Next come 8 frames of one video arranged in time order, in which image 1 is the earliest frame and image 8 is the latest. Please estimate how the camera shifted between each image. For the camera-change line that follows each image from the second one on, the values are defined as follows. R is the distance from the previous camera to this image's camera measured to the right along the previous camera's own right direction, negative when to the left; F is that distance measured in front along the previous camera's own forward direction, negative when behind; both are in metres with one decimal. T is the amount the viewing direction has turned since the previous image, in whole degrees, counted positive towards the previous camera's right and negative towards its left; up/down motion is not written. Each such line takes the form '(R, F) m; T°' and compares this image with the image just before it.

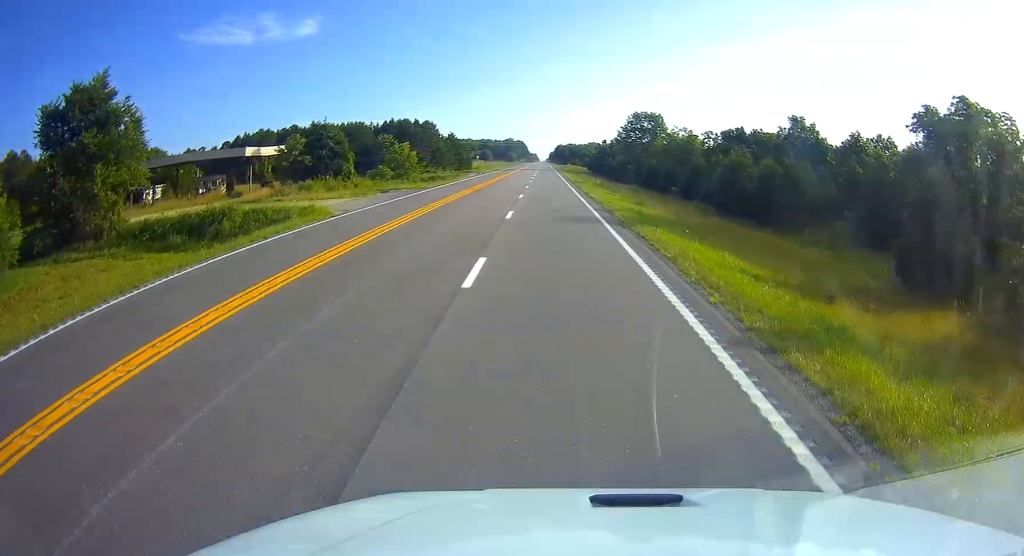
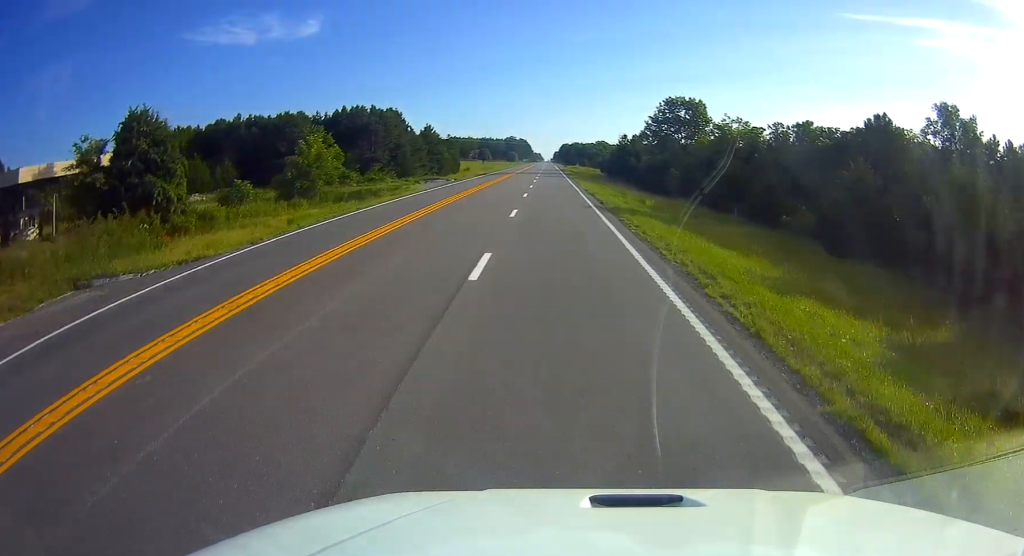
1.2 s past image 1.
(+0.1, +35.6) m; 0°
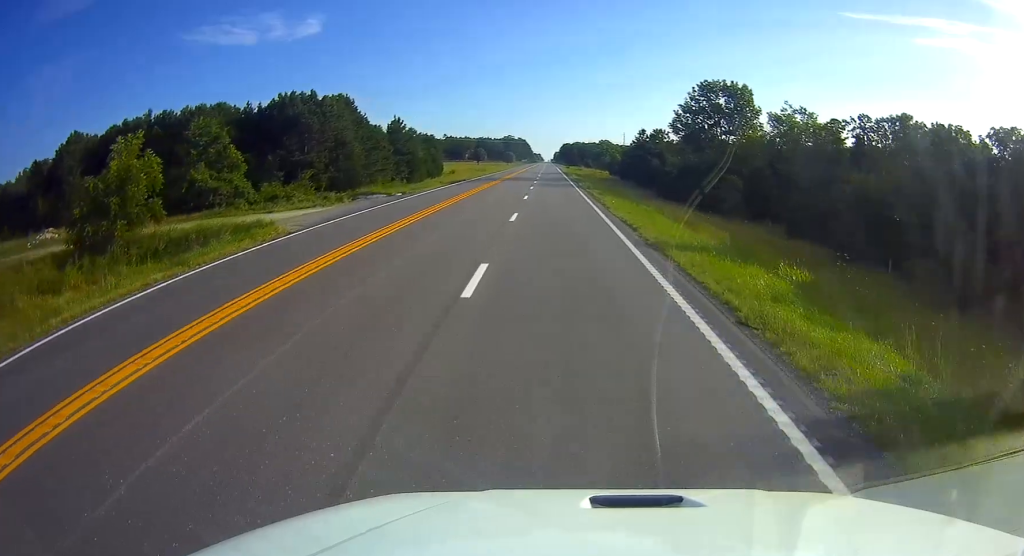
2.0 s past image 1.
(0.0, +25.4) m; -1°
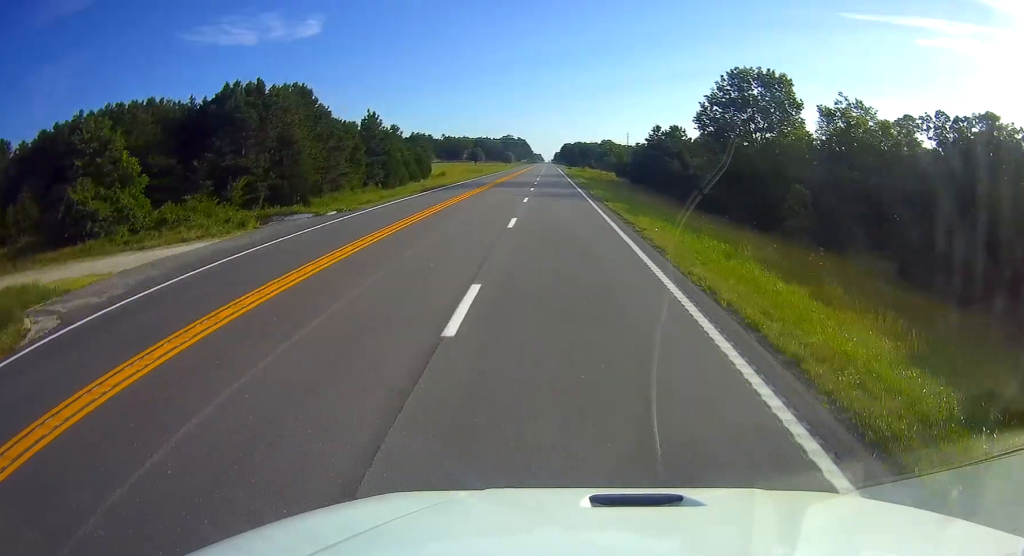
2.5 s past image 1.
(-0.2, +14.2) m; 0°
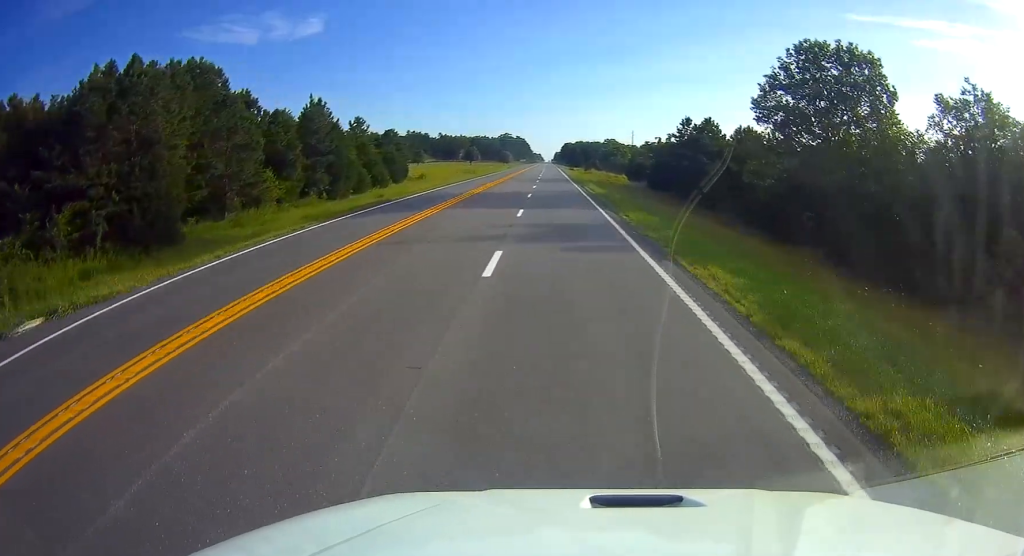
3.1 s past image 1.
(-0.5, +20.3) m; 0°
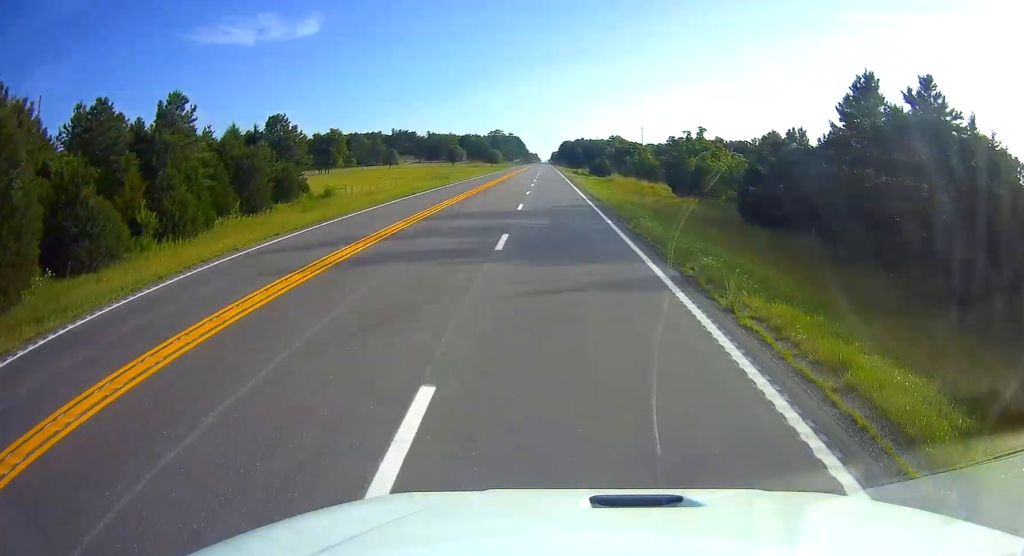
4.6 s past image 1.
(+1.0, +44.7) m; +1°
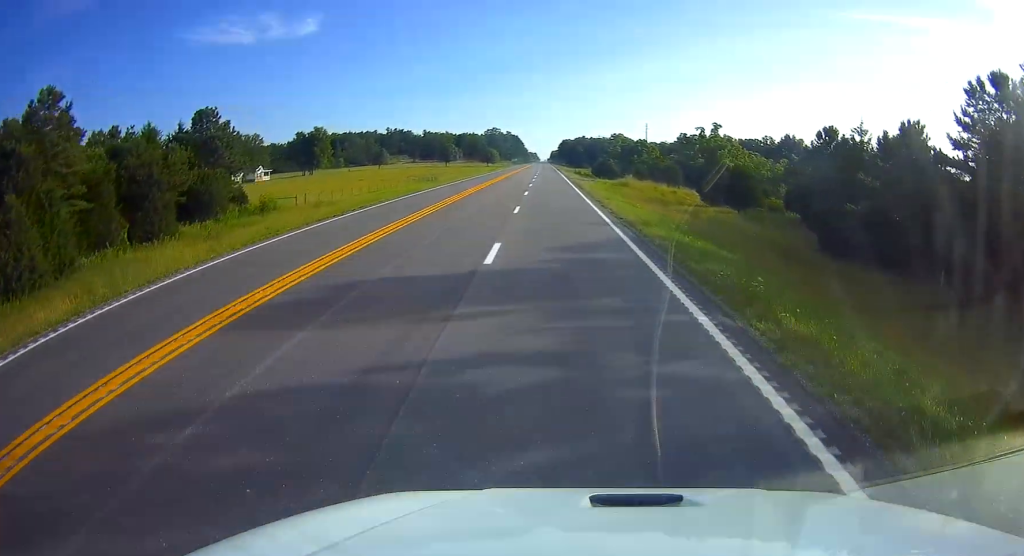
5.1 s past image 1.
(0.0, +14.2) m; 0°
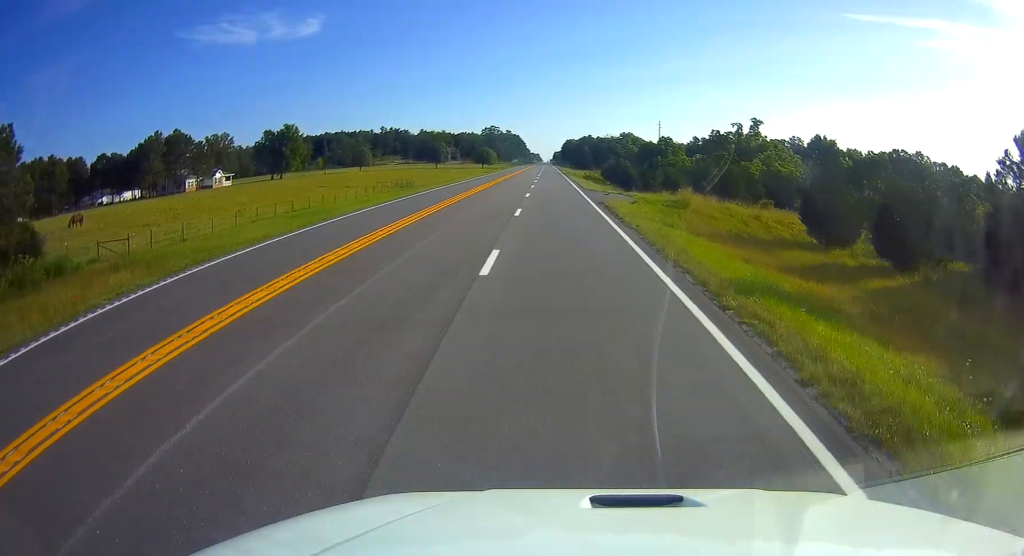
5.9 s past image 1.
(-0.1, +25.4) m; 0°
